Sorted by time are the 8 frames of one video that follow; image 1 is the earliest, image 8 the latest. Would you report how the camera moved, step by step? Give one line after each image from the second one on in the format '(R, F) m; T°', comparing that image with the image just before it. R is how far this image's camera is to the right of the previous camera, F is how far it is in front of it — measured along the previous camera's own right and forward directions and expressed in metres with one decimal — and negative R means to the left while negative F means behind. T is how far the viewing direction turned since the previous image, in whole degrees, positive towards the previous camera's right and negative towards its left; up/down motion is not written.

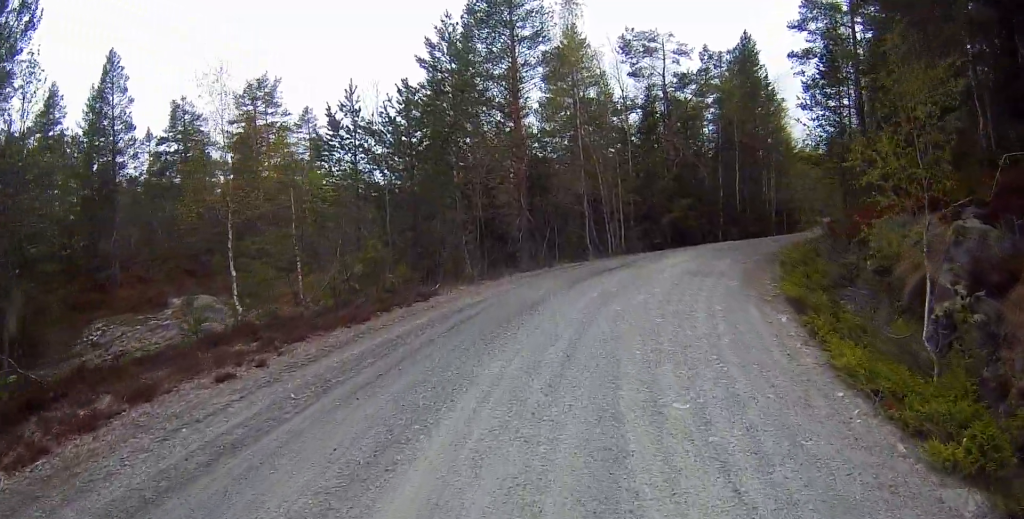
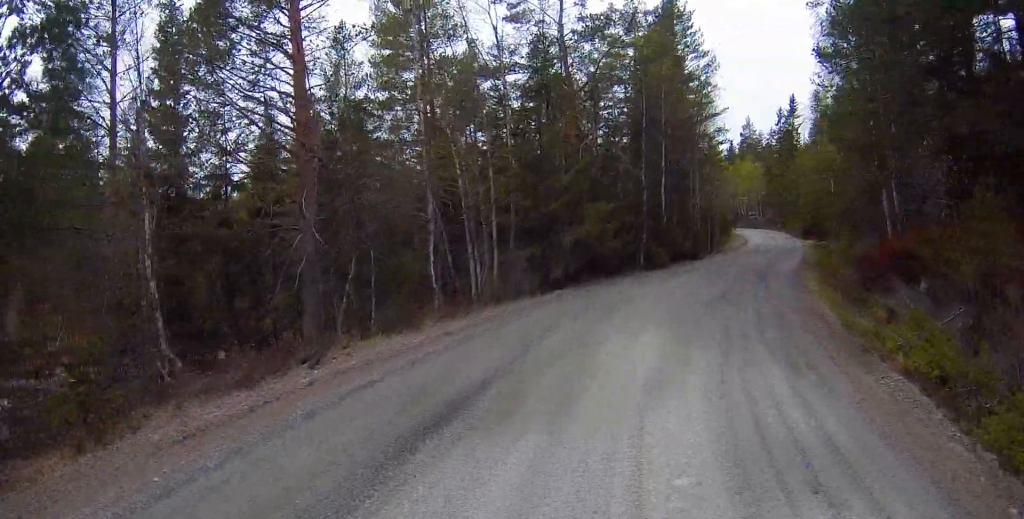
(0.0, +12.8) m; +6°
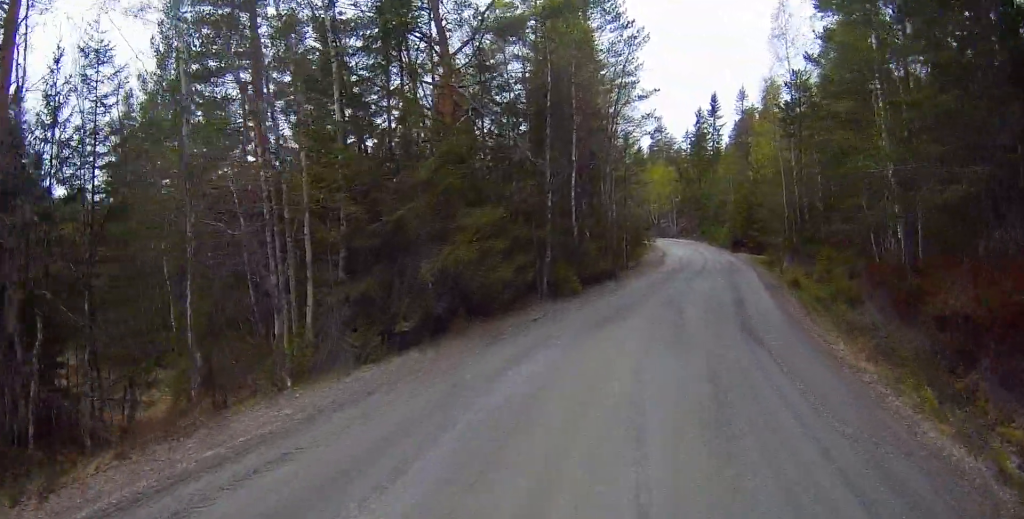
(+0.8, +7.2) m; +11°
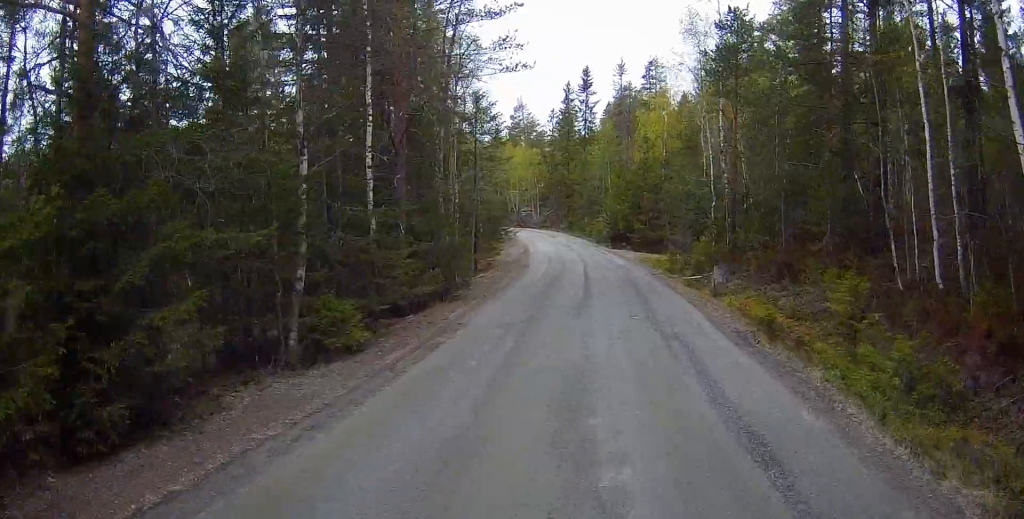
(+1.2, +10.1) m; +12°
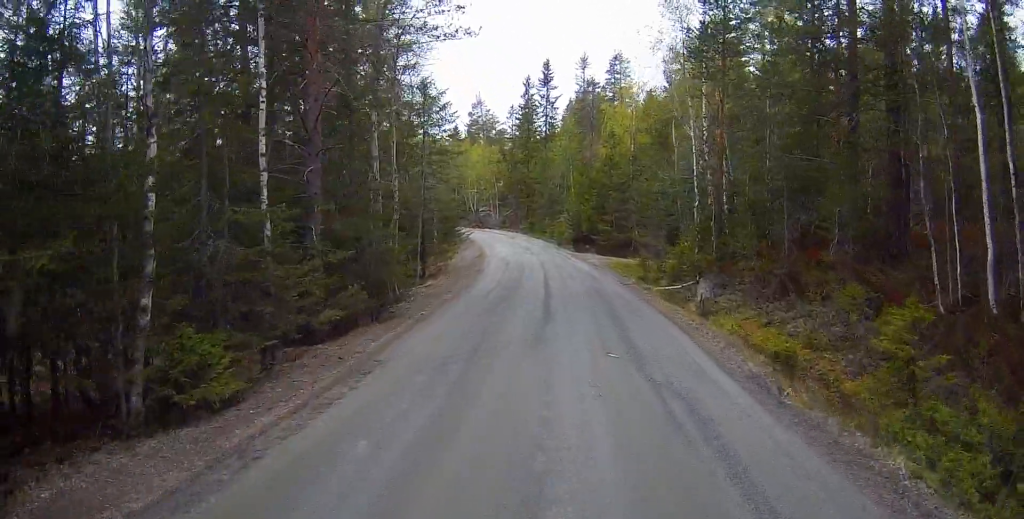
(+0.2, +3.4) m; +3°
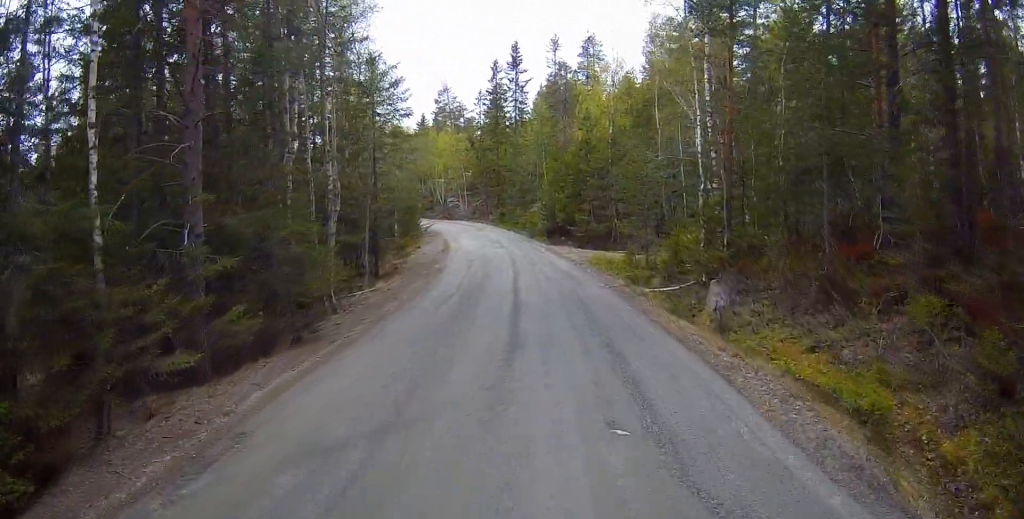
(0.0, +4.0) m; +3°
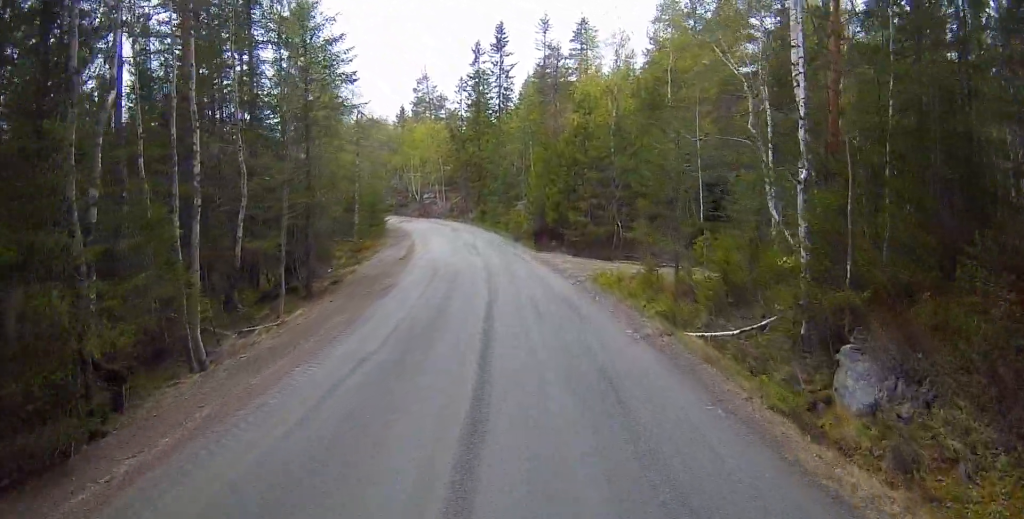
(+0.3, +7.1) m; -3°
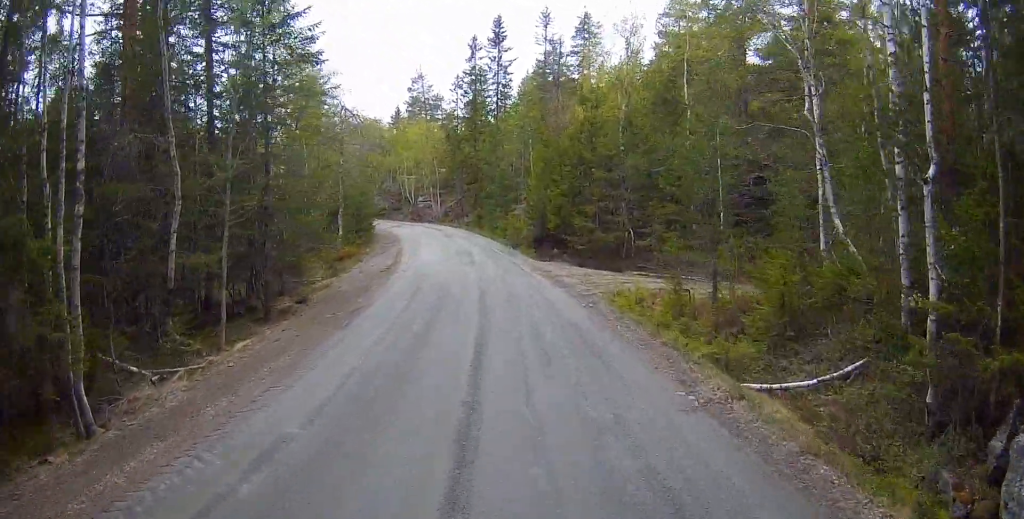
(-0.1, +3.6) m; -1°
